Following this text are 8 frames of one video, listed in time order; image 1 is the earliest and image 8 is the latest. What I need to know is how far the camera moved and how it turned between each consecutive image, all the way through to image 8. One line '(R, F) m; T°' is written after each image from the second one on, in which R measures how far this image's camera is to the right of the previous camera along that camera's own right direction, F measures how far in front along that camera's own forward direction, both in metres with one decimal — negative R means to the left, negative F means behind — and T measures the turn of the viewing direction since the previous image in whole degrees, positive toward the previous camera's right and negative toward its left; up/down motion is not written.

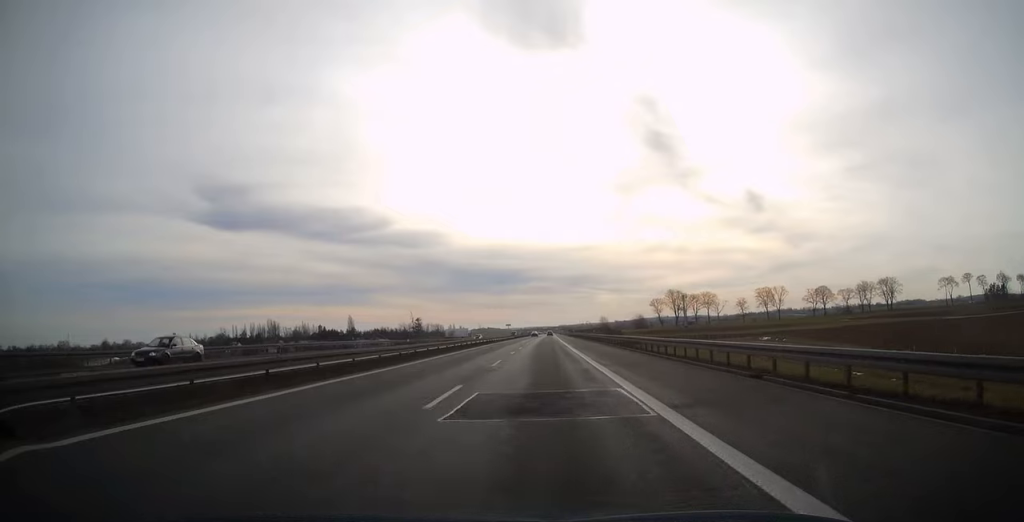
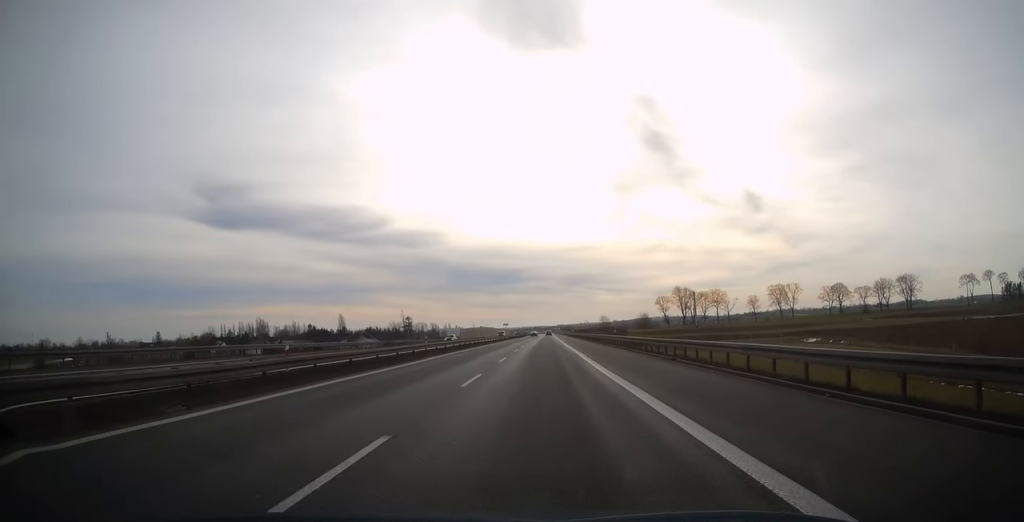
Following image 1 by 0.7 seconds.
(+0.1, +19.9) m; 0°
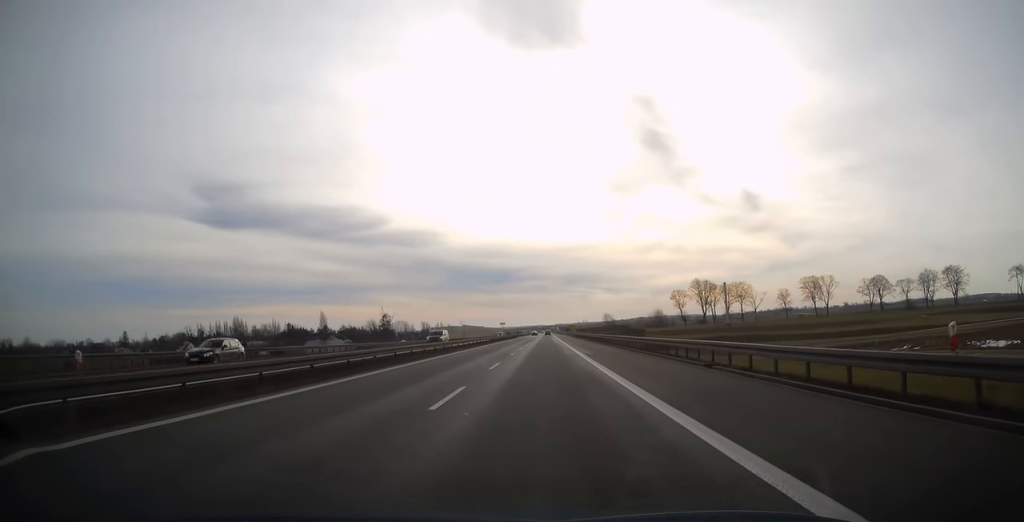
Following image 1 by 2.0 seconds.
(0.0, +39.8) m; 0°
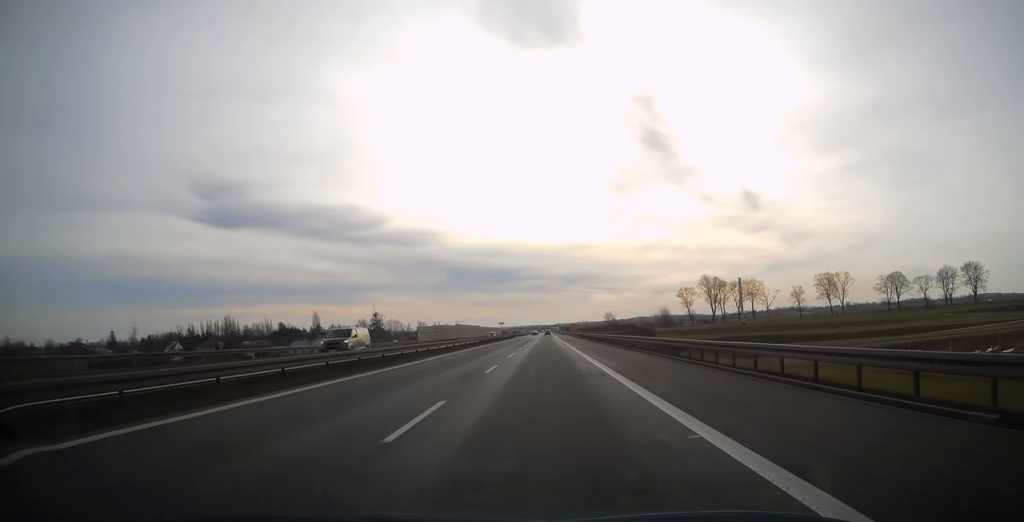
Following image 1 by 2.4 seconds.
(0.0, +14.3) m; 0°
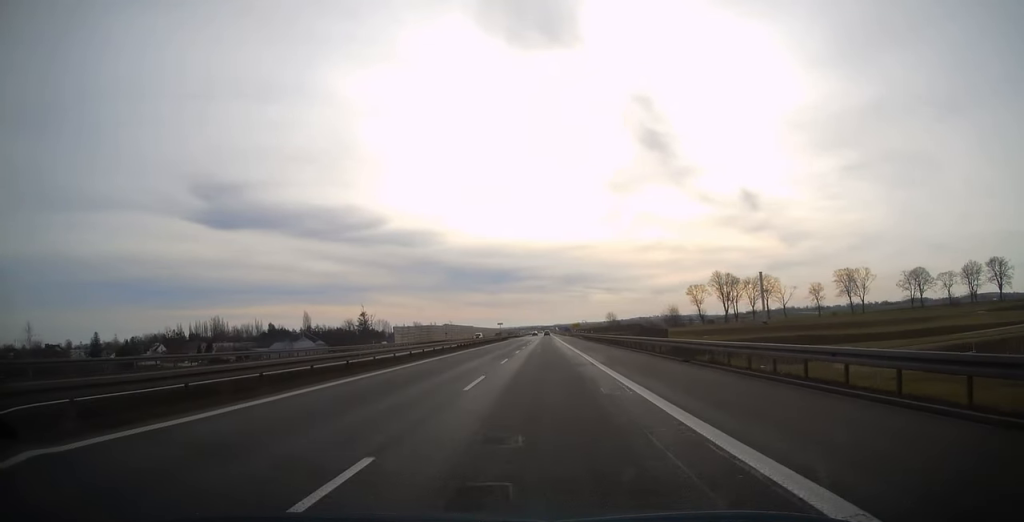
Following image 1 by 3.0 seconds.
(+0.1, +17.4) m; 0°
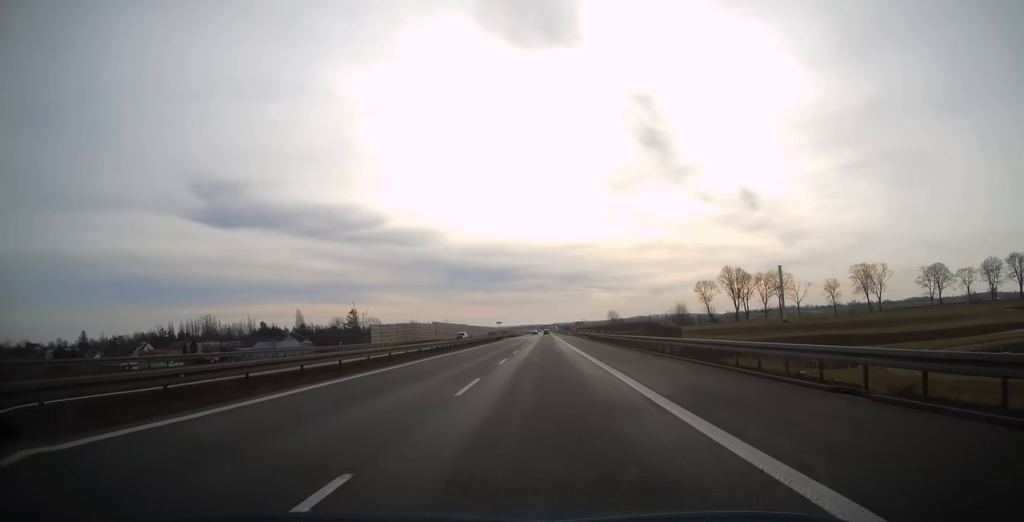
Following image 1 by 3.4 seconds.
(0.0, +12.8) m; 0°
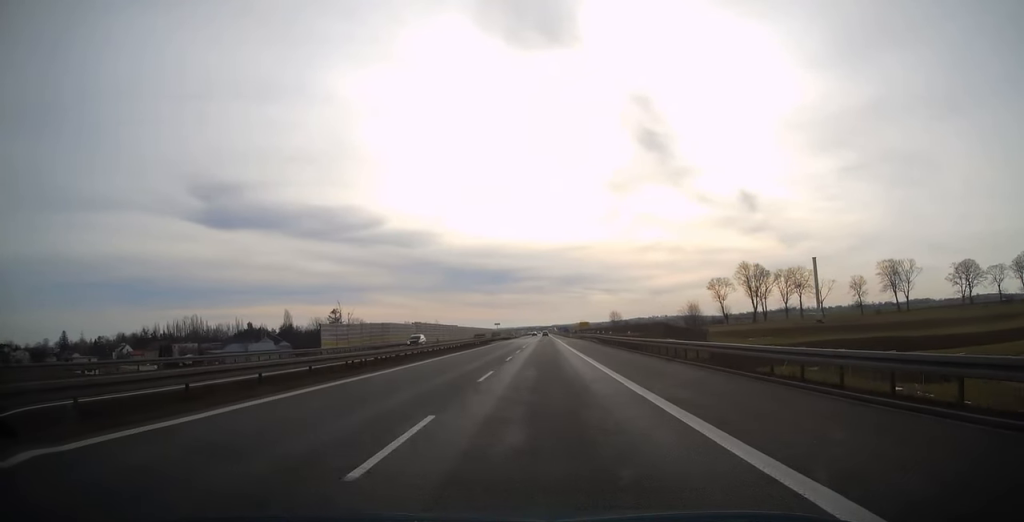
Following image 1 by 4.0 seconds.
(0.0, +19.0) m; 0°
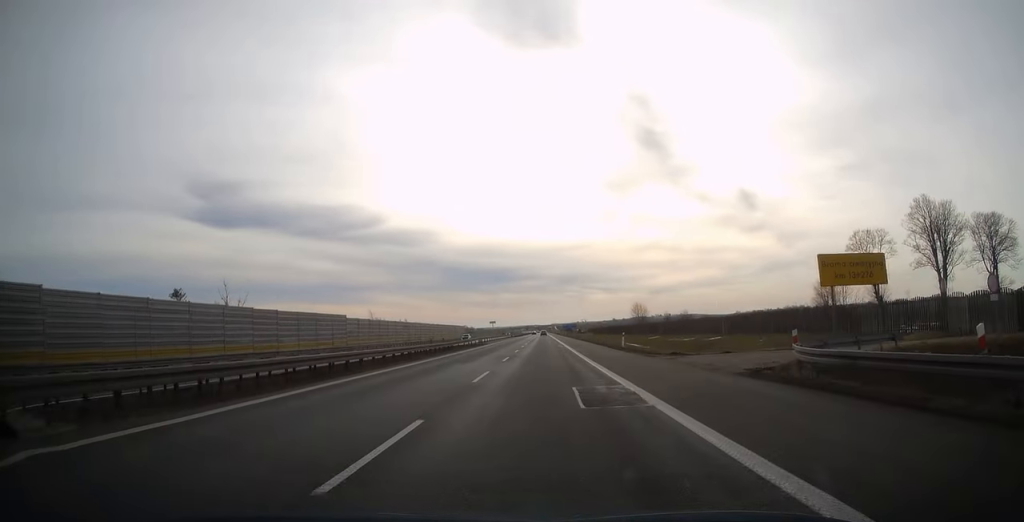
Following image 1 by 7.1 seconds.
(0.0, +94.6) m; 0°
